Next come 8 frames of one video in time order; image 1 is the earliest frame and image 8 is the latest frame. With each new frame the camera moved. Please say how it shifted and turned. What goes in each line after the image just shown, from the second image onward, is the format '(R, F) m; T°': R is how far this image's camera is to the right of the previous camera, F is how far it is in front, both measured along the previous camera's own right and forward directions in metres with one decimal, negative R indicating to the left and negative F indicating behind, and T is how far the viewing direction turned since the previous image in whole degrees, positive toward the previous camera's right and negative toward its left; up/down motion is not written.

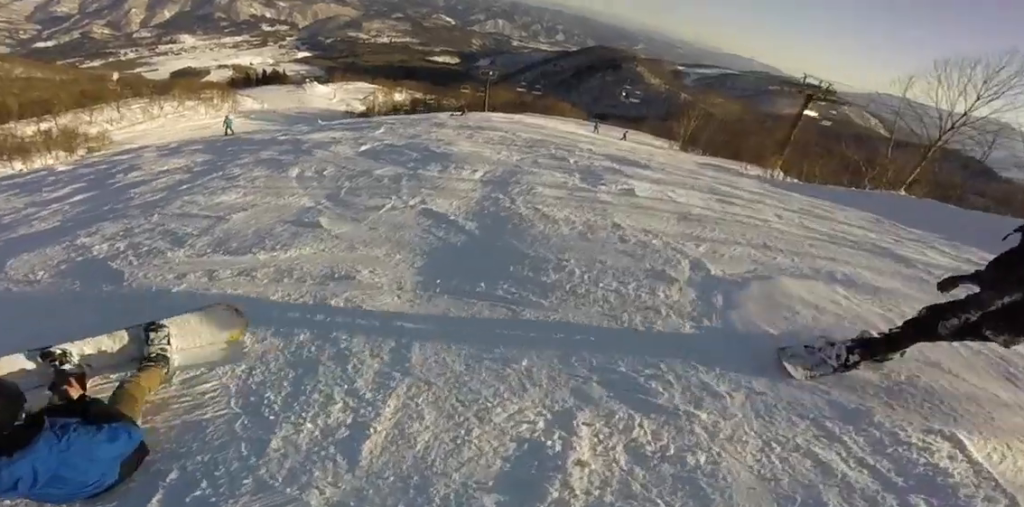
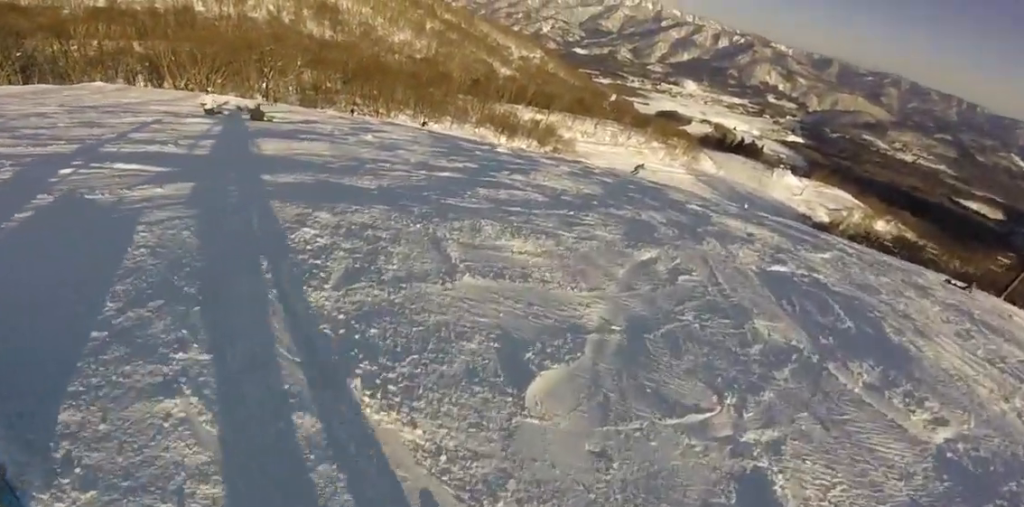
(-0.1, +2.2) m; -19°
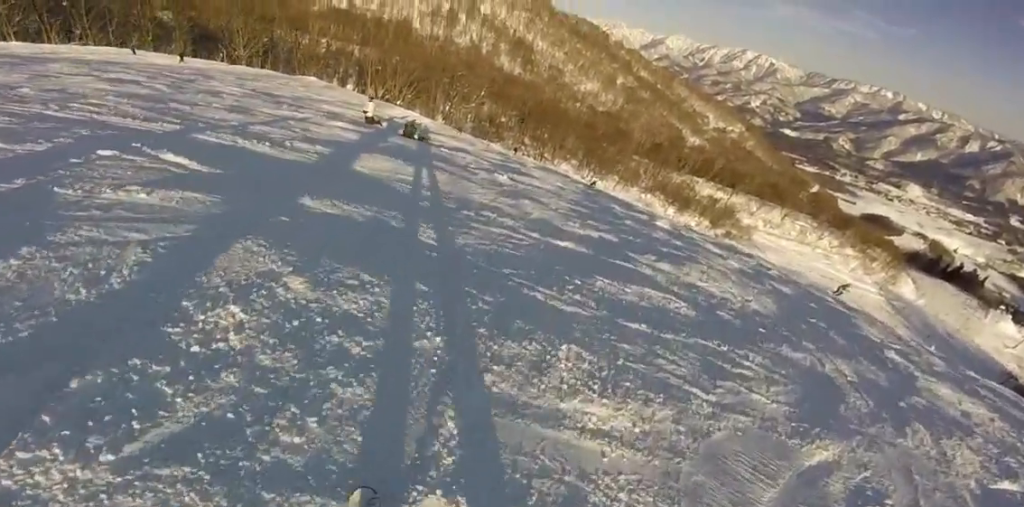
(-0.3, +1.0) m; -16°
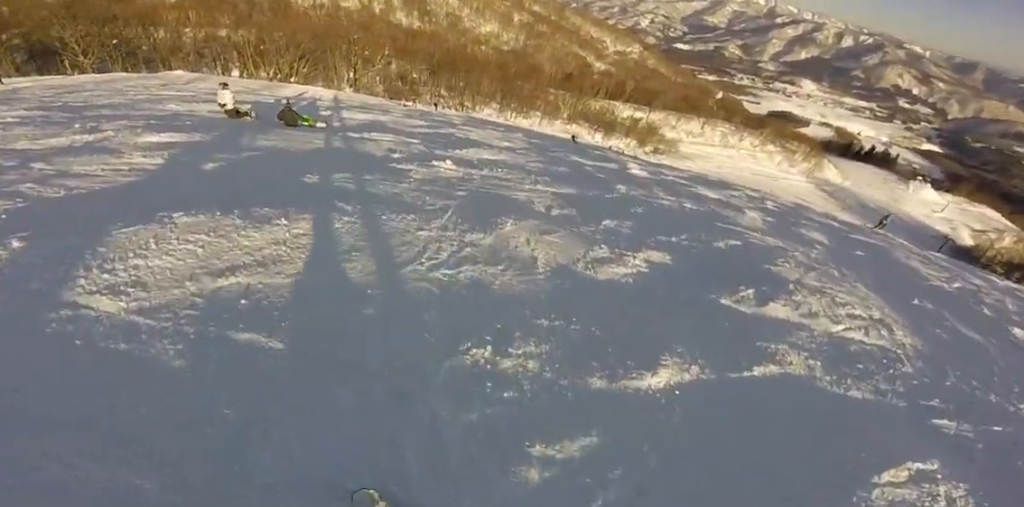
(-0.8, +3.1) m; +4°
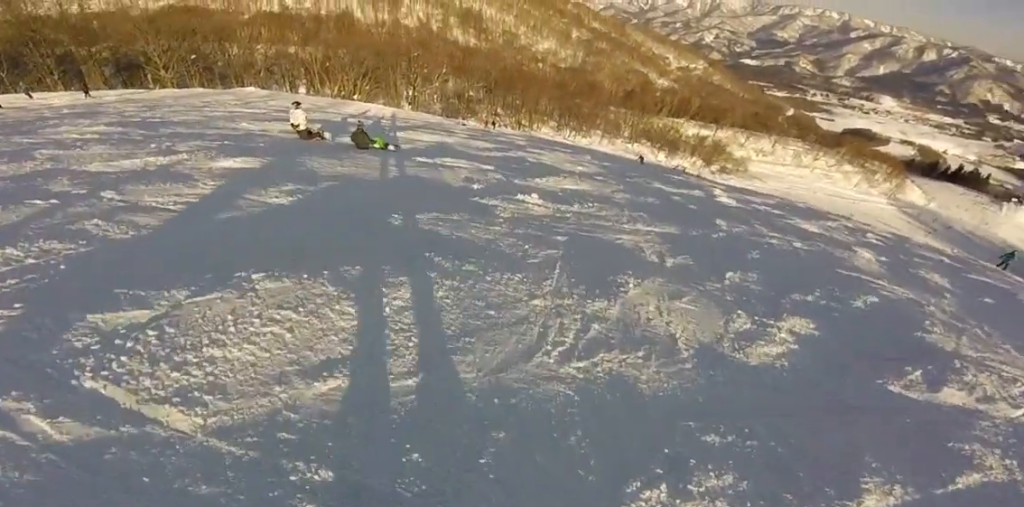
(+0.4, +0.9) m; +11°
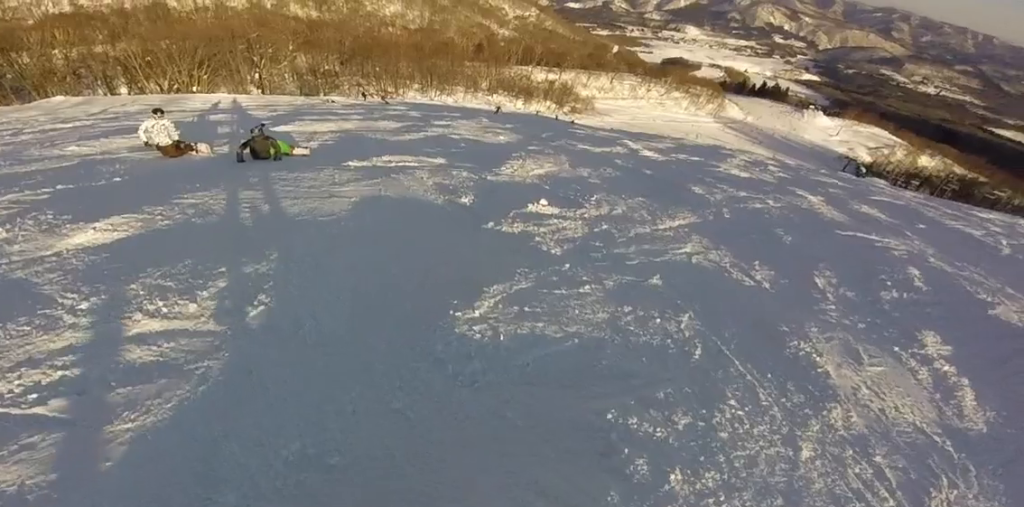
(+0.7, +2.8) m; +38°
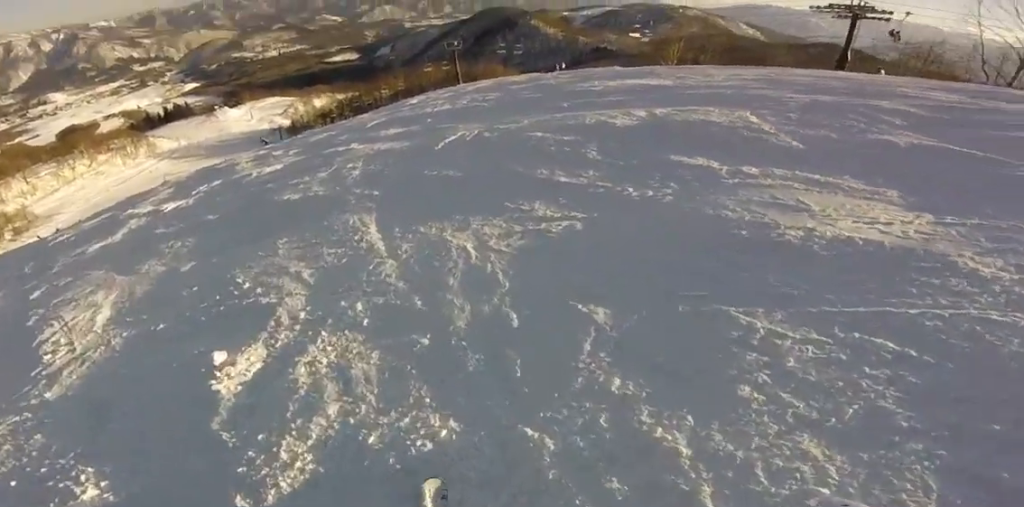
(+1.1, +1.7) m; +57°
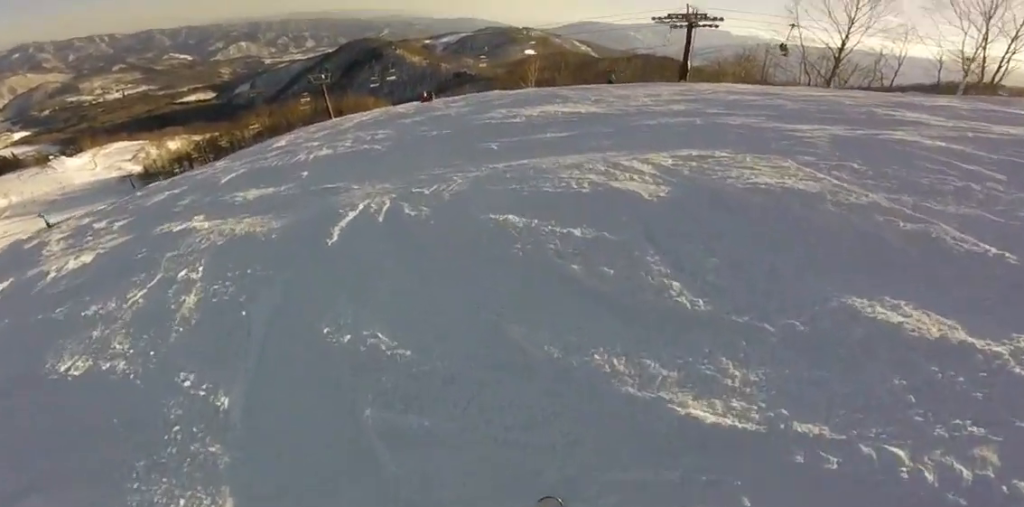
(+0.4, +2.2) m; +10°
